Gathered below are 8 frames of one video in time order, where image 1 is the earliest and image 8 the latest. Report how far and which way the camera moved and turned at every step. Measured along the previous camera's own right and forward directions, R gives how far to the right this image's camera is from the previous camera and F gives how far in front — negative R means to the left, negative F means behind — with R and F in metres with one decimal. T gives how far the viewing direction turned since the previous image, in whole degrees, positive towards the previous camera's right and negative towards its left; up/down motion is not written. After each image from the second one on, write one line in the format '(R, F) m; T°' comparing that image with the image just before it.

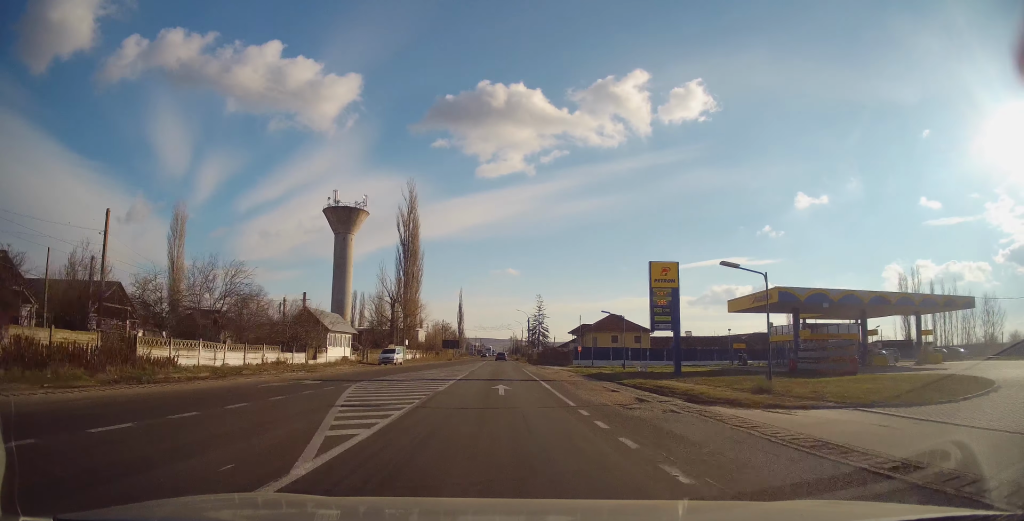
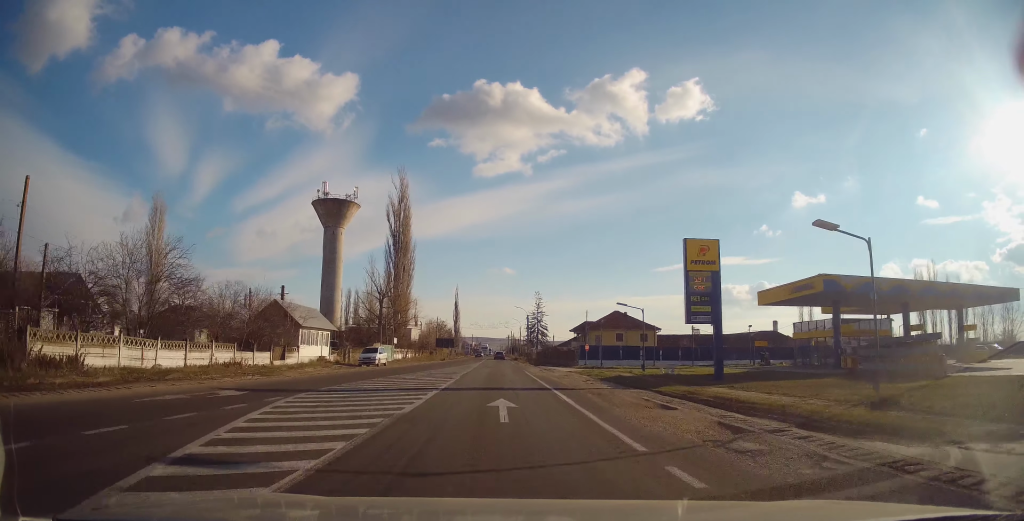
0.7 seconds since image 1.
(+0.1, +6.0) m; 0°
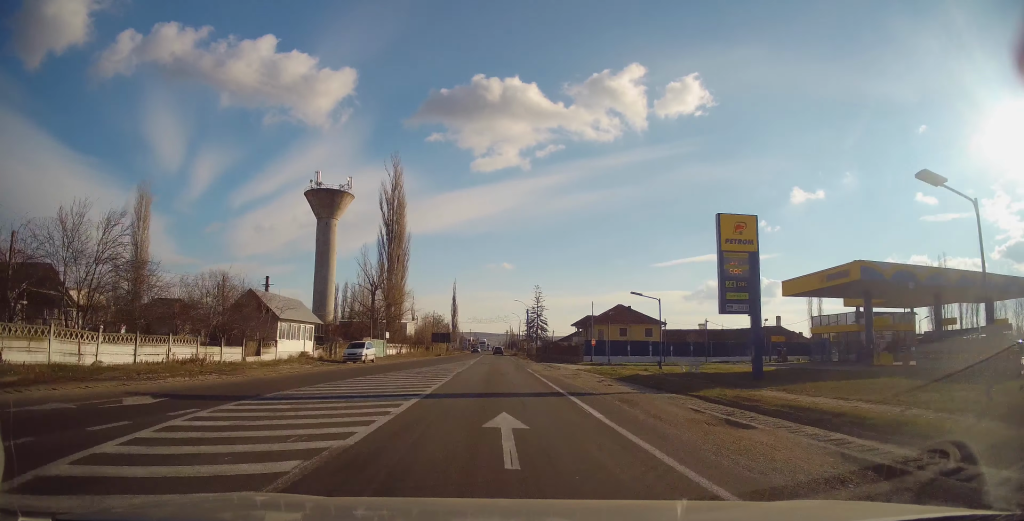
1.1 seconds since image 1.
(+0.1, +3.7) m; 0°
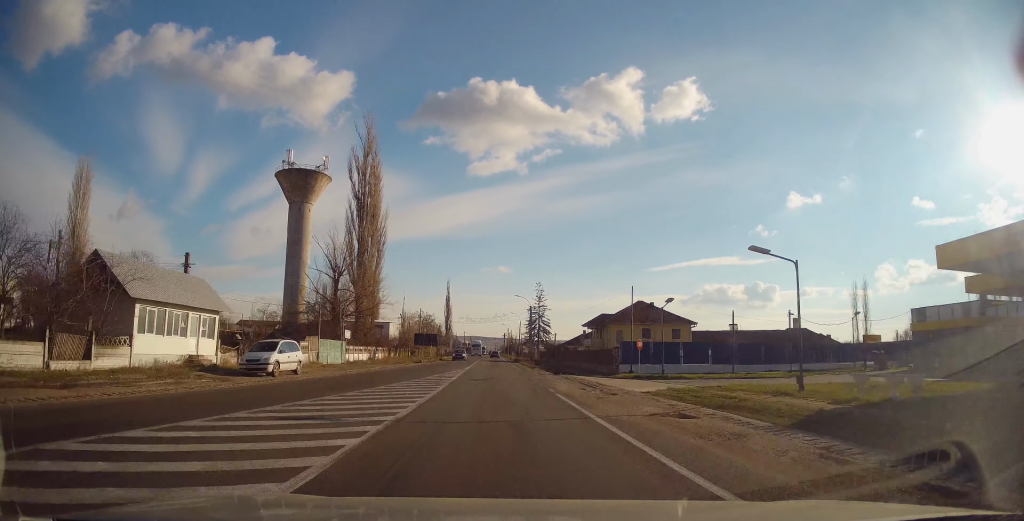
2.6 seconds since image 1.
(-0.1, +15.8) m; 0°
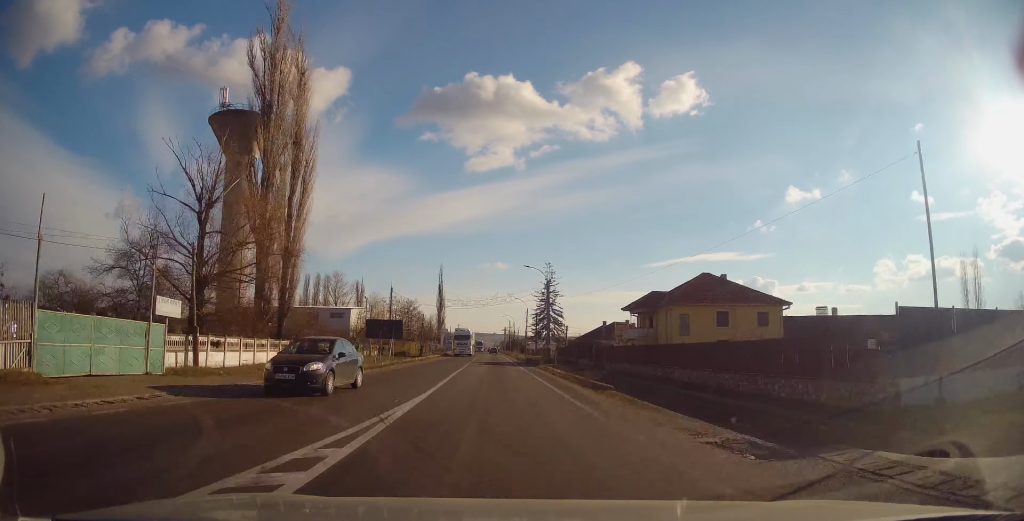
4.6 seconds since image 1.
(-0.1, +25.9) m; -1°
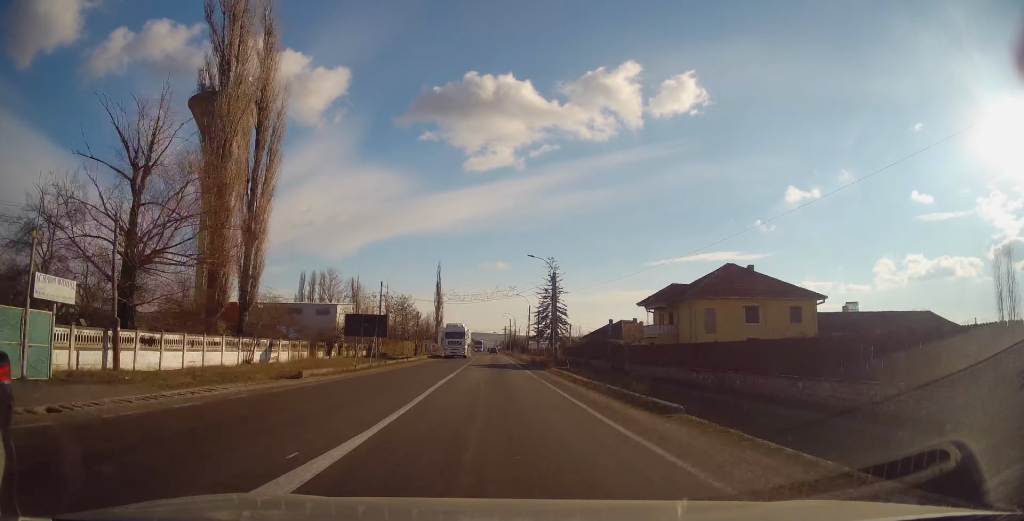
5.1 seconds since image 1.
(0.0, +6.8) m; +1°
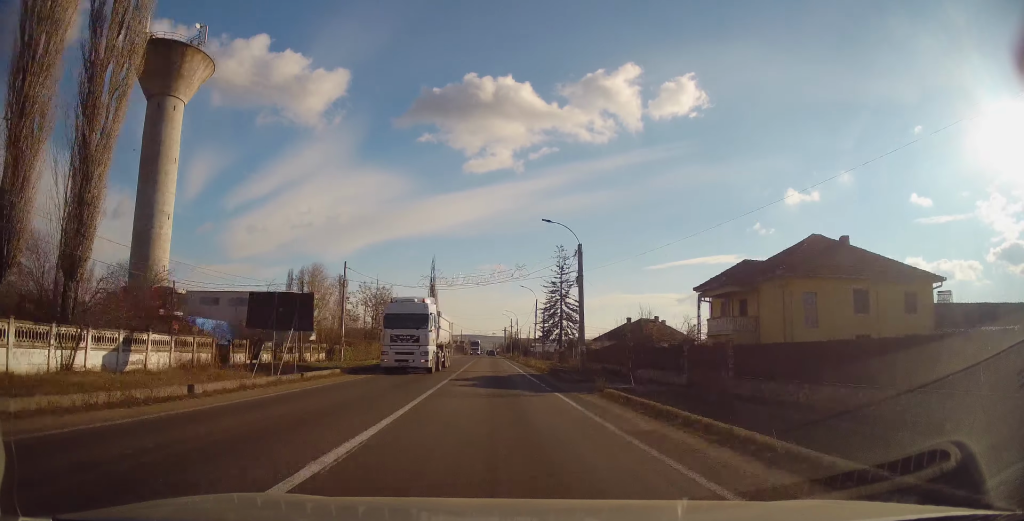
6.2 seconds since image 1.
(+0.3, +15.2) m; 0°
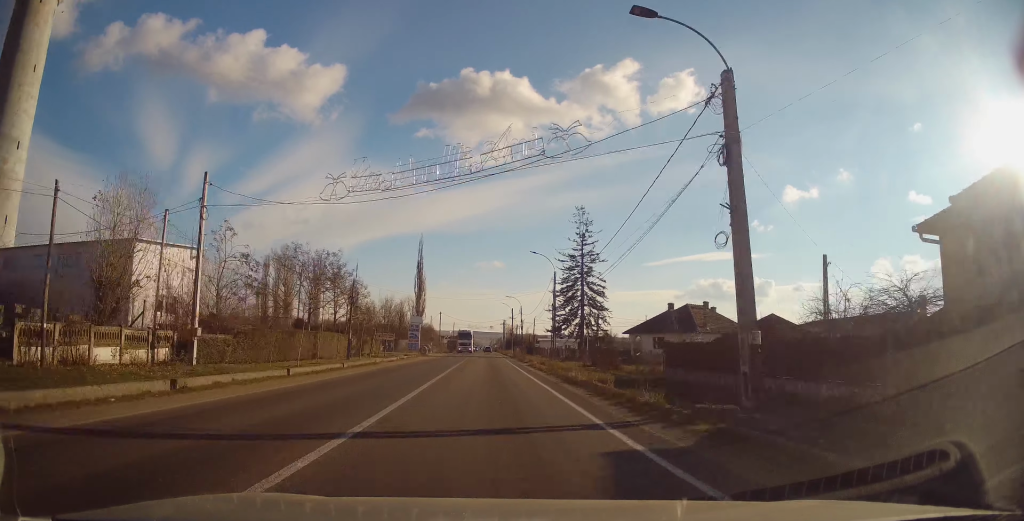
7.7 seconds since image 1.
(-0.4, +23.4) m; -1°
